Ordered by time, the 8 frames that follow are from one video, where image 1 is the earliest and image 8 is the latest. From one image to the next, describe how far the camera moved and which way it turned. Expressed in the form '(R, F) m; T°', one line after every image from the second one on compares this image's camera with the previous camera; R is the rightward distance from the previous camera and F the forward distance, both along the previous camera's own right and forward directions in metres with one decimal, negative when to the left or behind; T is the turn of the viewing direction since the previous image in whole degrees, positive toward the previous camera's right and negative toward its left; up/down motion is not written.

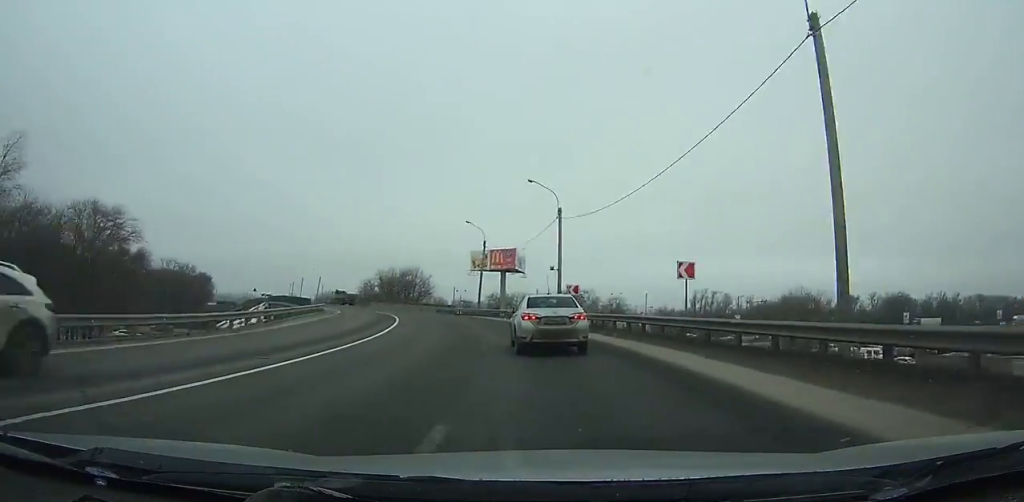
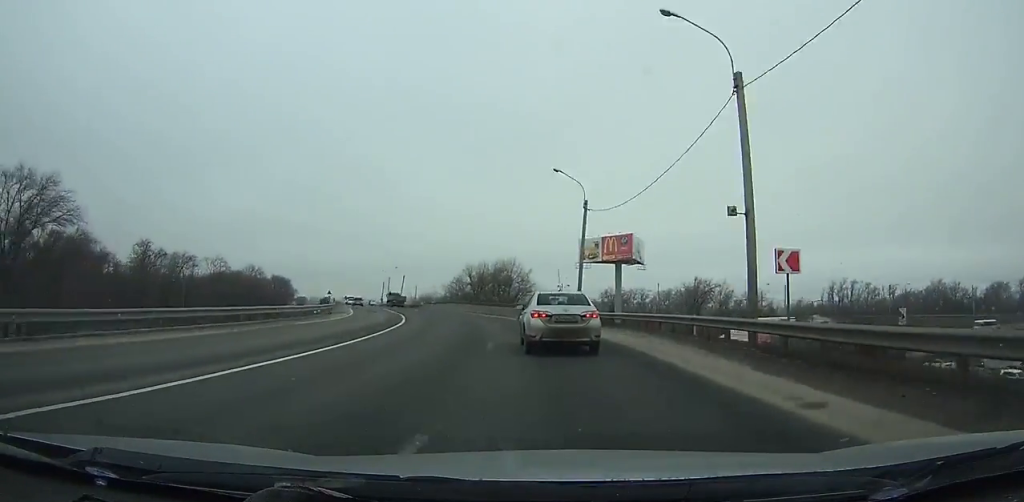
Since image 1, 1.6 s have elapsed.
(-1.0, +24.9) m; -9°
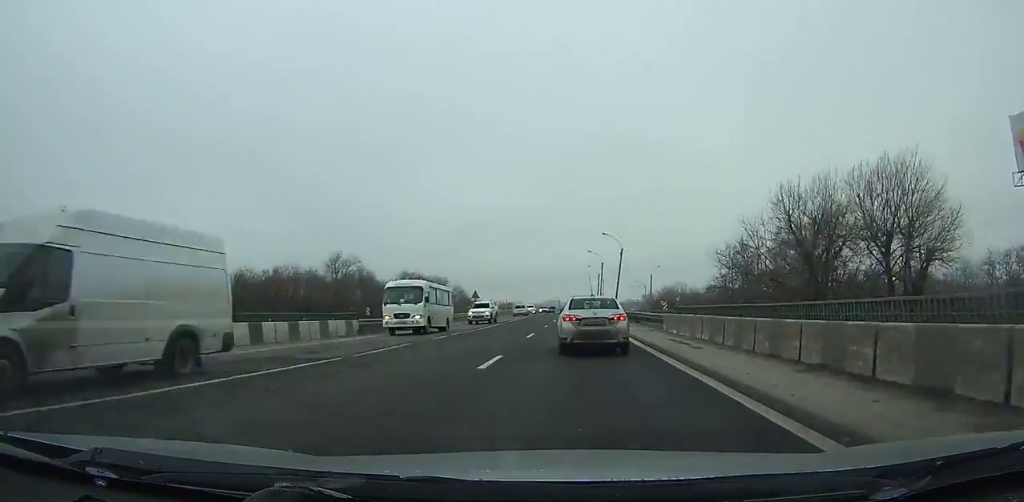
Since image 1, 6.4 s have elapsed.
(-14.0, +75.4) m; -13°
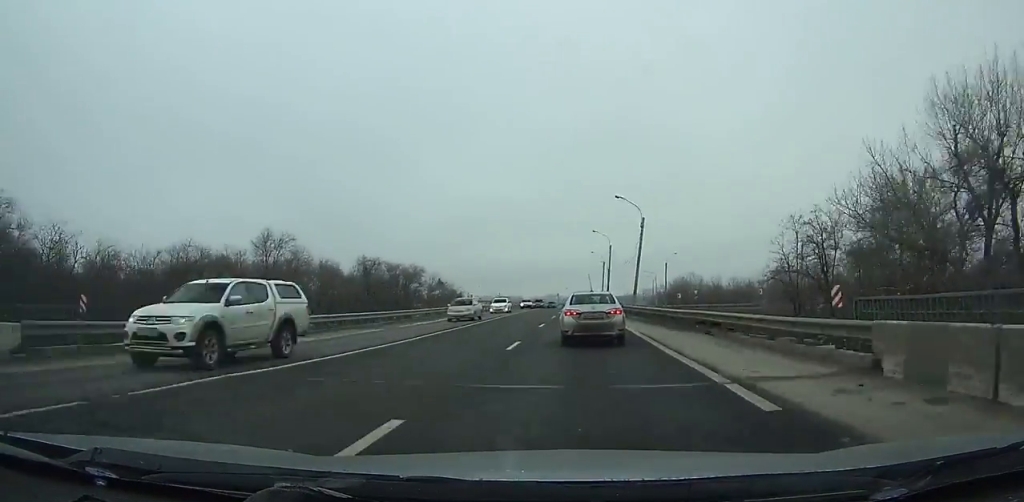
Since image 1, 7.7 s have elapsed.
(-0.5, +21.1) m; -1°
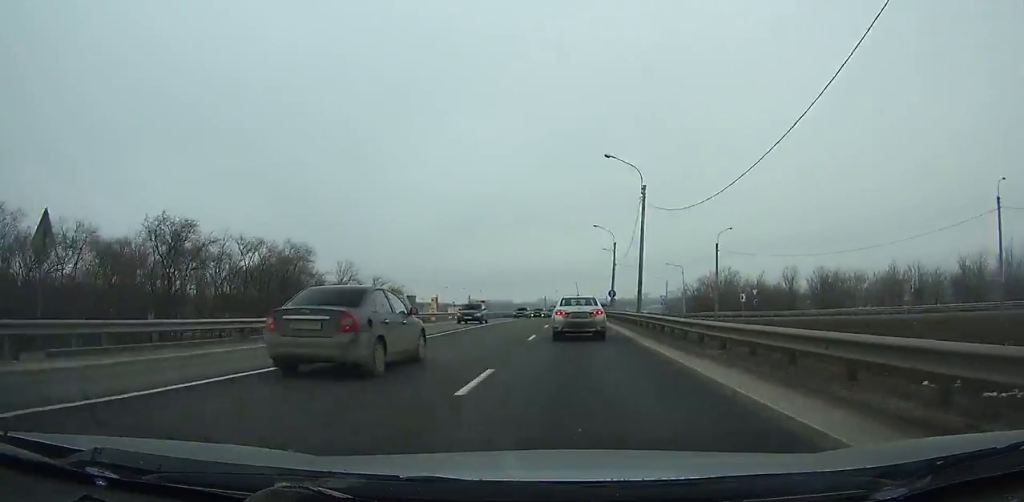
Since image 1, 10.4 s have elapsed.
(+0.4, +44.6) m; +1°
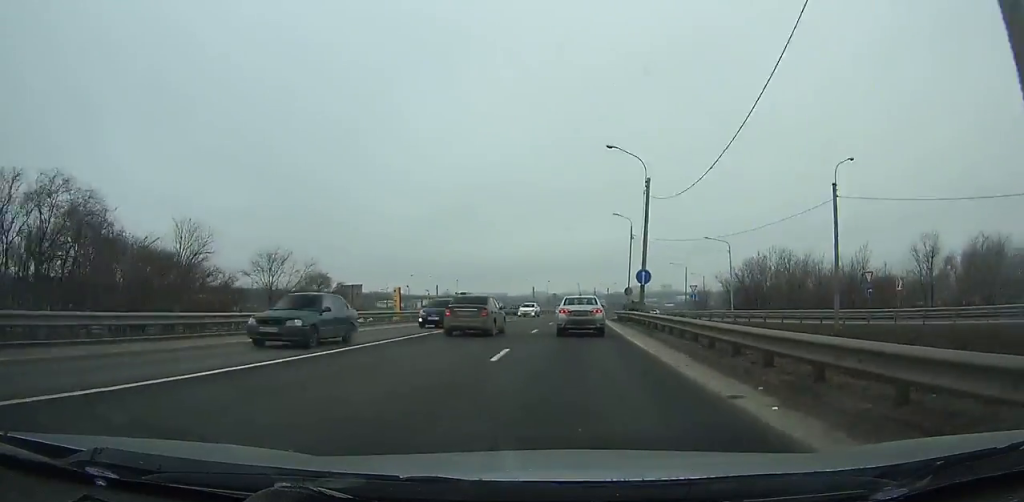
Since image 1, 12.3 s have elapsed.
(+0.3, +32.4) m; +2°
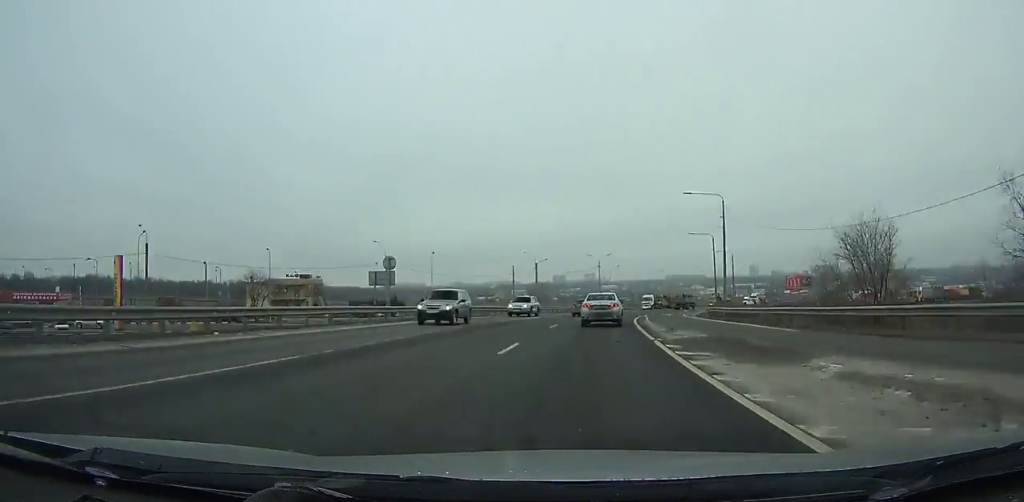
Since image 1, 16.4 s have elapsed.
(+2.9, +71.6) m; +8°
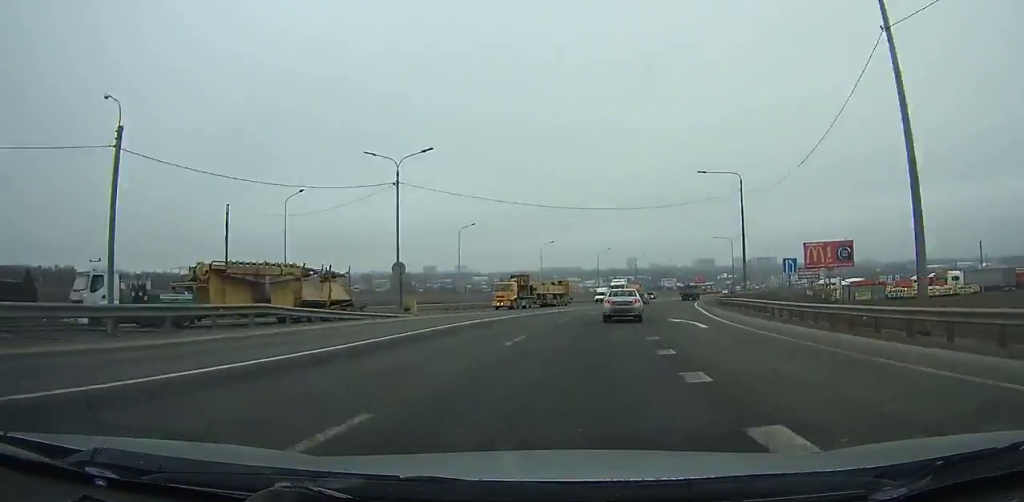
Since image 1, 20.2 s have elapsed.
(+8.2, +69.2) m; +13°
